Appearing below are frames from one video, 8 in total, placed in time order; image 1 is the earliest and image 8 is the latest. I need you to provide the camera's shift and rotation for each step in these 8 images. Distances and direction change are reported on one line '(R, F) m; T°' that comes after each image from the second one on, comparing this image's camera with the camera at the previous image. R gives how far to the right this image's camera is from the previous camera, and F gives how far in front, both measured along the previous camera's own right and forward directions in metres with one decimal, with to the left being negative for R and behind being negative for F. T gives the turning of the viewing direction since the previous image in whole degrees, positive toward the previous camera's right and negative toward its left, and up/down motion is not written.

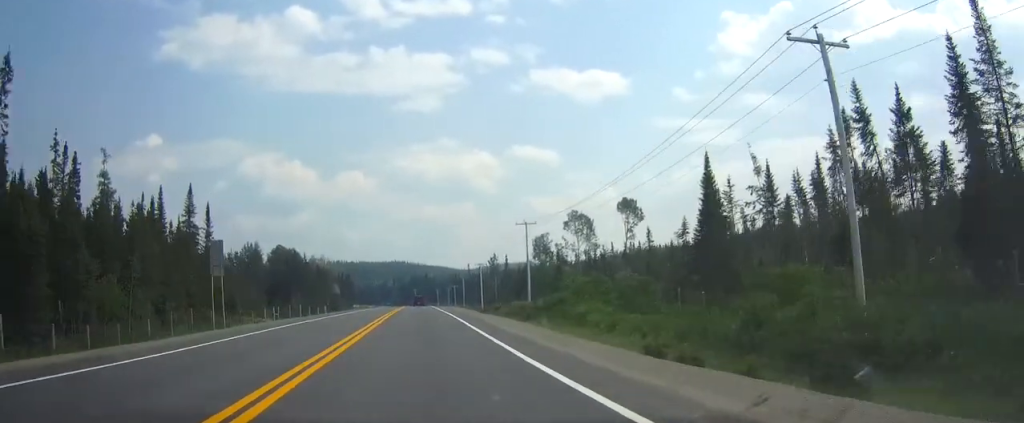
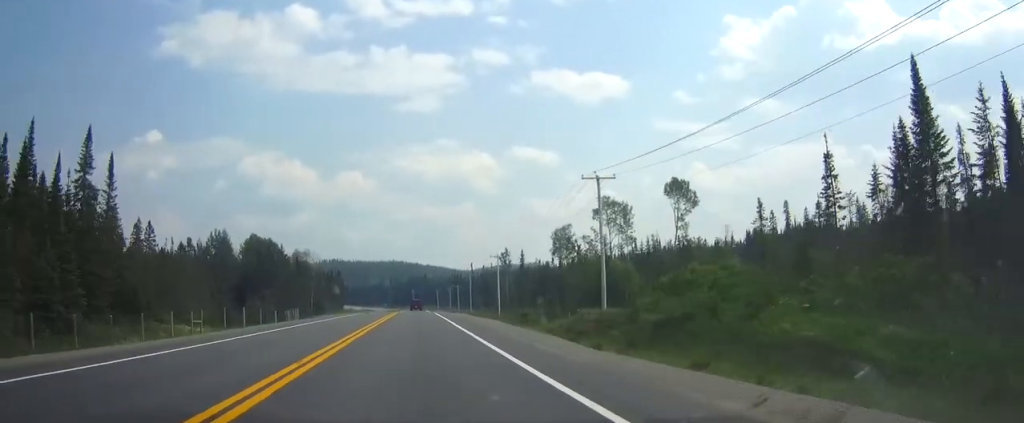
(+0.1, +32.0) m; 0°
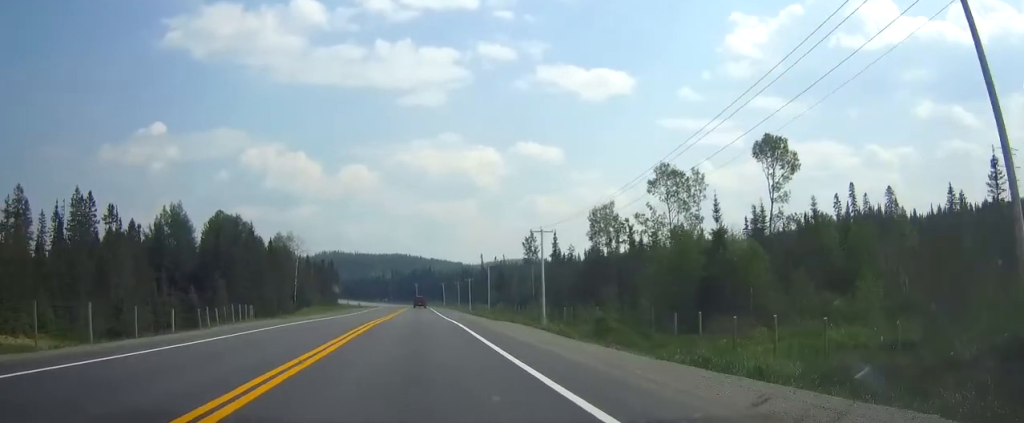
(0.0, +35.1) m; 0°
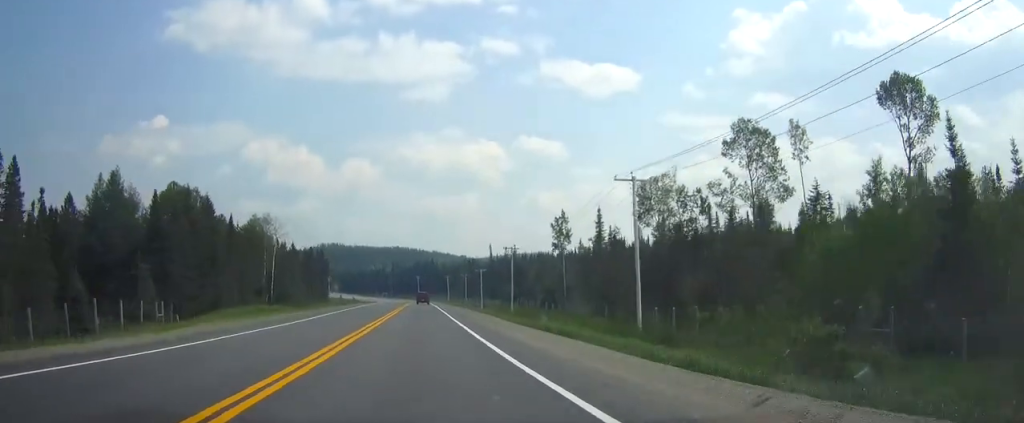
(0.0, +30.6) m; -1°
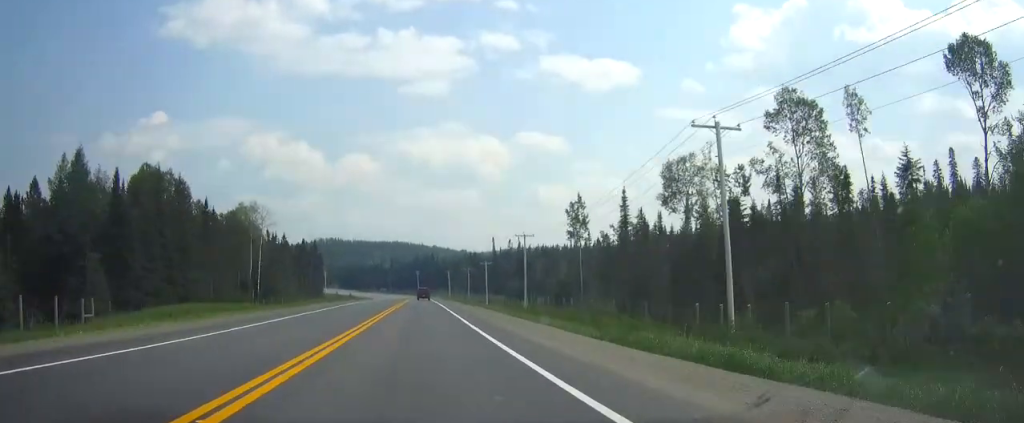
(+0.2, +12.6) m; -1°
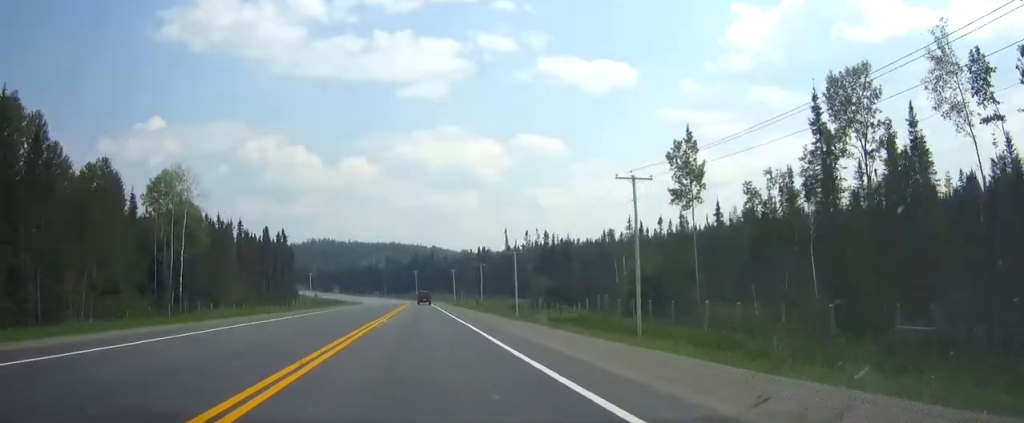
(-1.7, +45.7) m; -3°
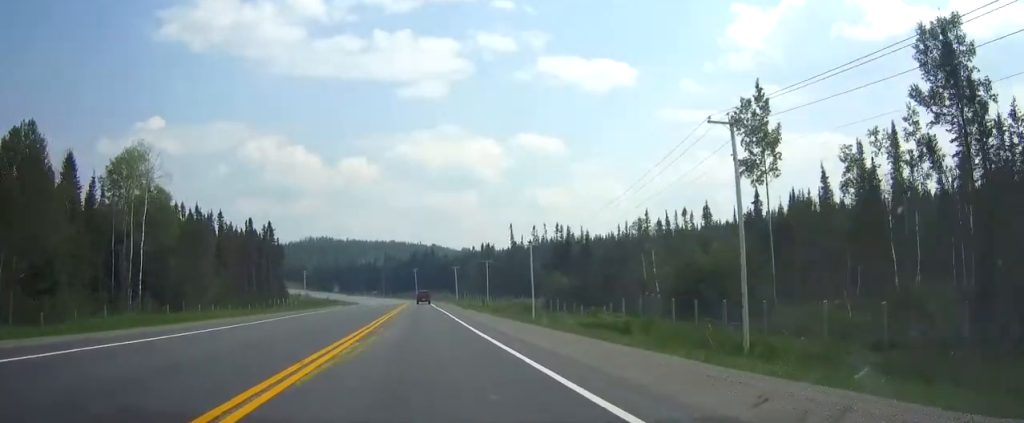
(0.0, +14.4) m; 0°
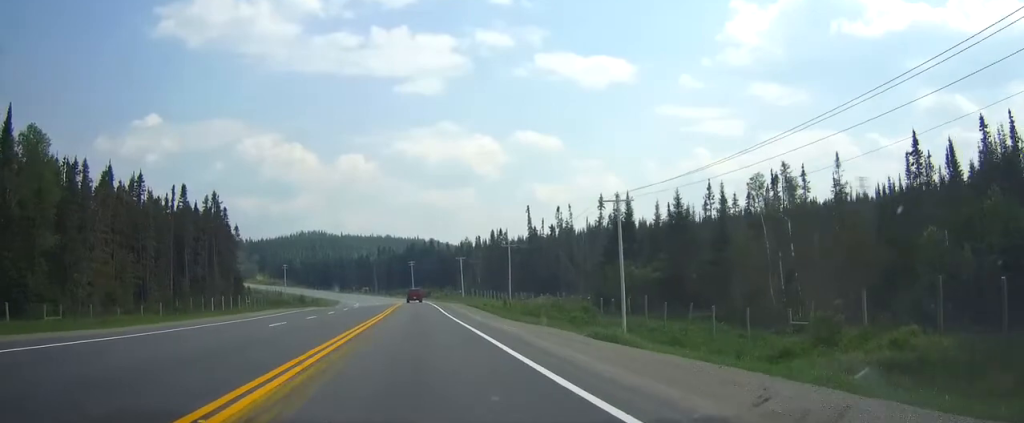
(0.0, +38.8) m; 0°
